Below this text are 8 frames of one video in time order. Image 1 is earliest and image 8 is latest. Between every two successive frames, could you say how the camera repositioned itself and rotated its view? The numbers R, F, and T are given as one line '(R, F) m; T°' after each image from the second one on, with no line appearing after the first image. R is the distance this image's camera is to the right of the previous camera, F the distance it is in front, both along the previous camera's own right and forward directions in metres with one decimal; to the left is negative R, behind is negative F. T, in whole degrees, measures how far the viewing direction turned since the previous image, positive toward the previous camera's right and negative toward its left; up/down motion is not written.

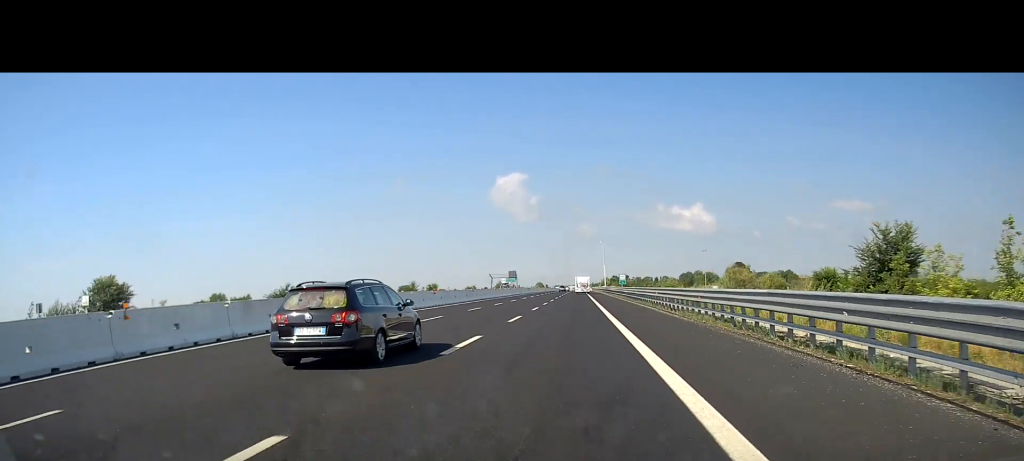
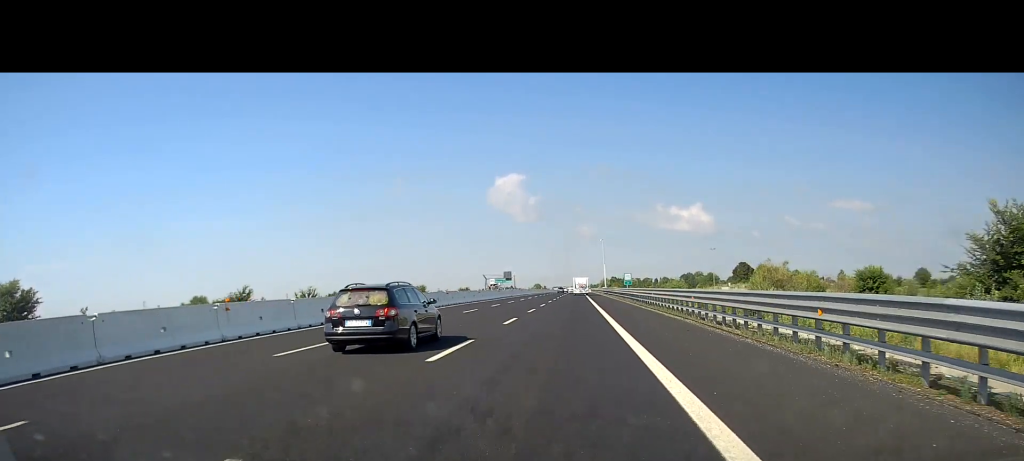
(-0.1, +12.4) m; 0°
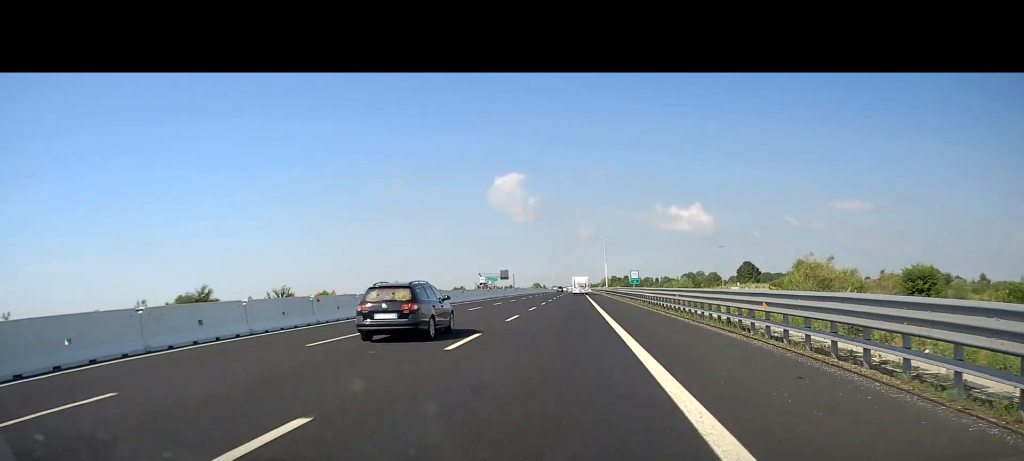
(+0.1, +9.8) m; 0°
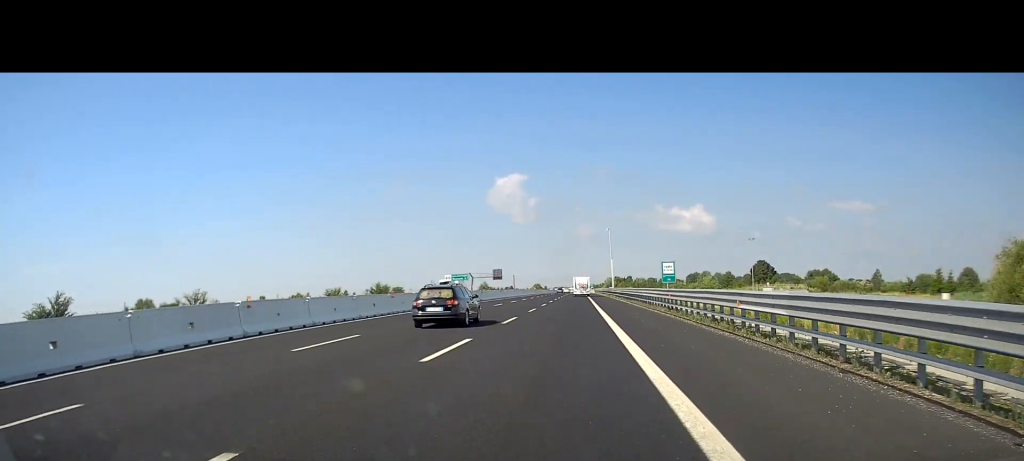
(-0.1, +24.1) m; -1°
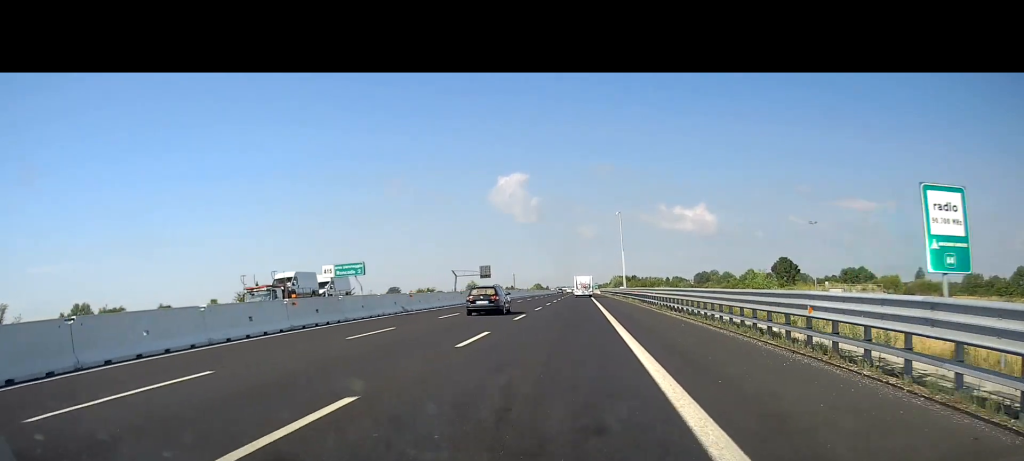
(-0.2, +32.0) m; 0°
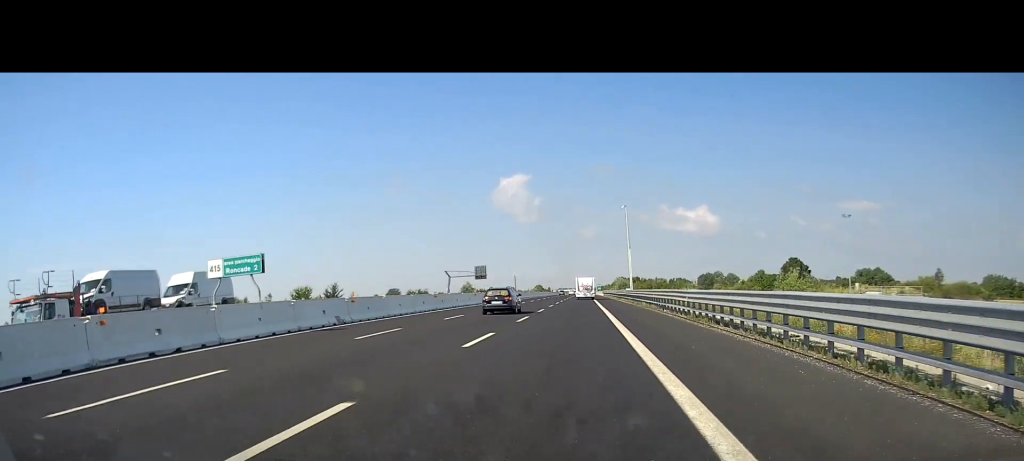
(+0.1, +11.4) m; 0°
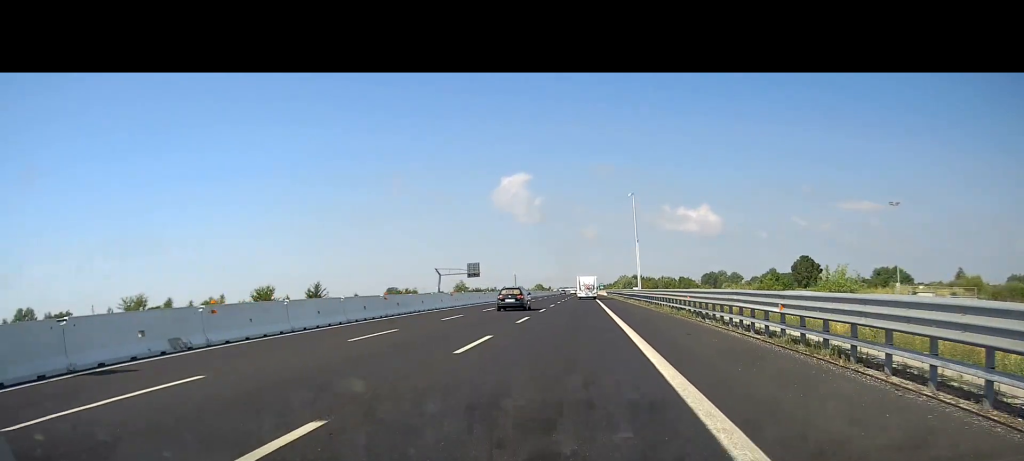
(+0.2, +12.8) m; -1°
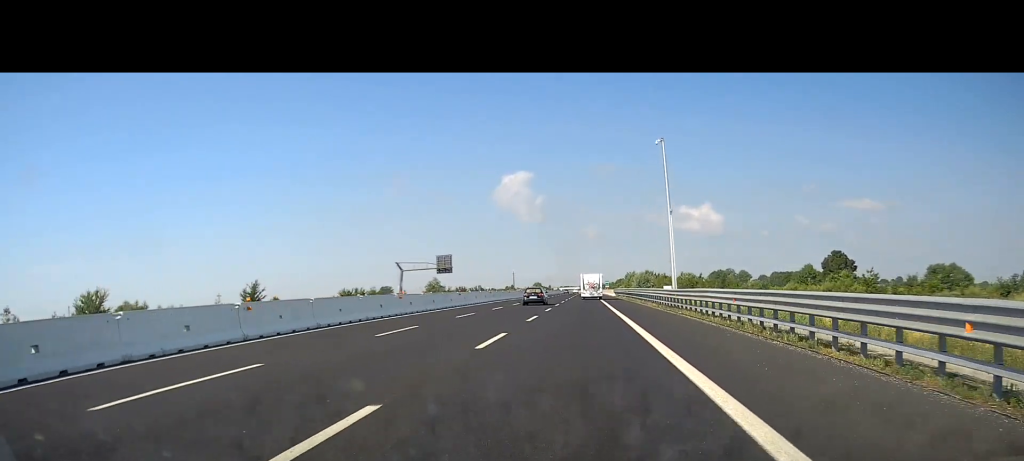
(-0.5, +33.7) m; 0°
